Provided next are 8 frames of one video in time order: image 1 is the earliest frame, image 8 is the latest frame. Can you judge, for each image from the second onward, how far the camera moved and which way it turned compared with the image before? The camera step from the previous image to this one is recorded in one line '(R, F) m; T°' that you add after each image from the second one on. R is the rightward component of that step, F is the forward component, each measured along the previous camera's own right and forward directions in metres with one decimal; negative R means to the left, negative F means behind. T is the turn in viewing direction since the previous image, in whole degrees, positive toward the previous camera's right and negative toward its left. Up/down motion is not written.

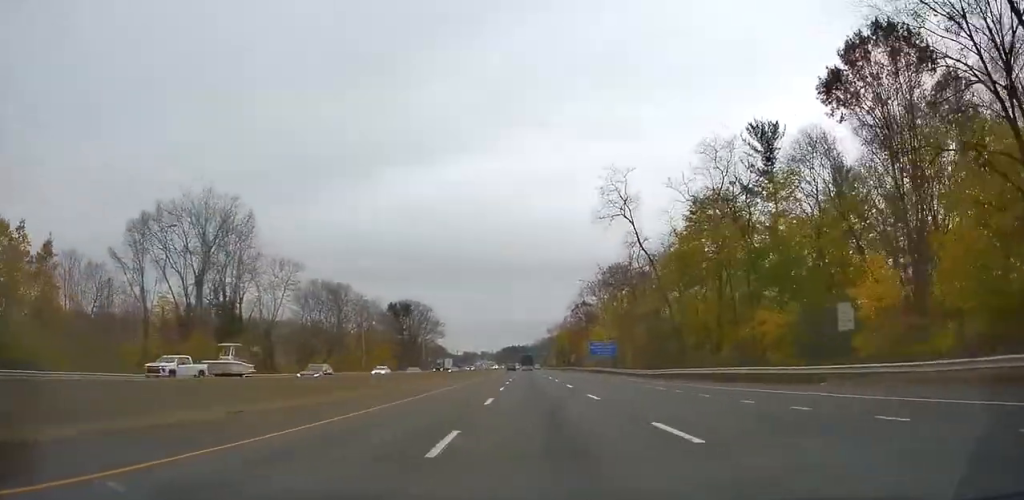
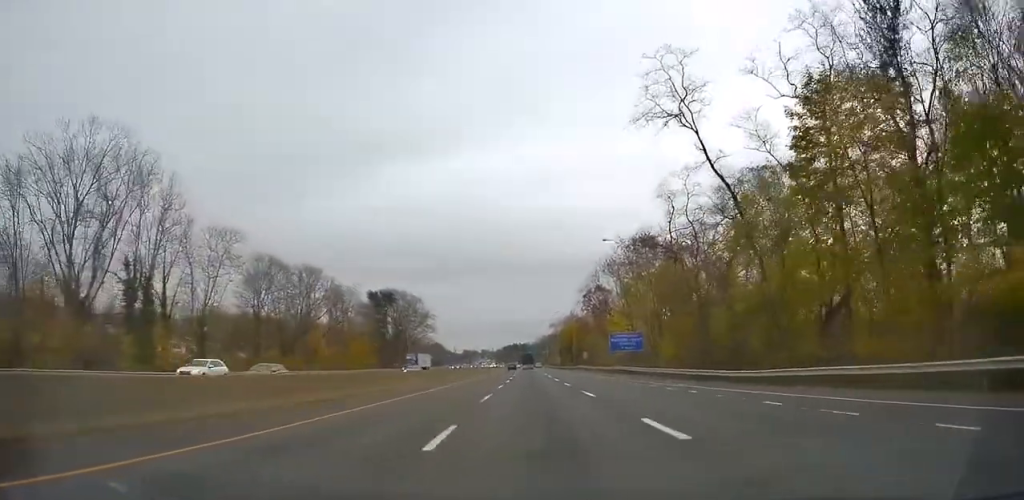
(-0.5, +23.4) m; 0°
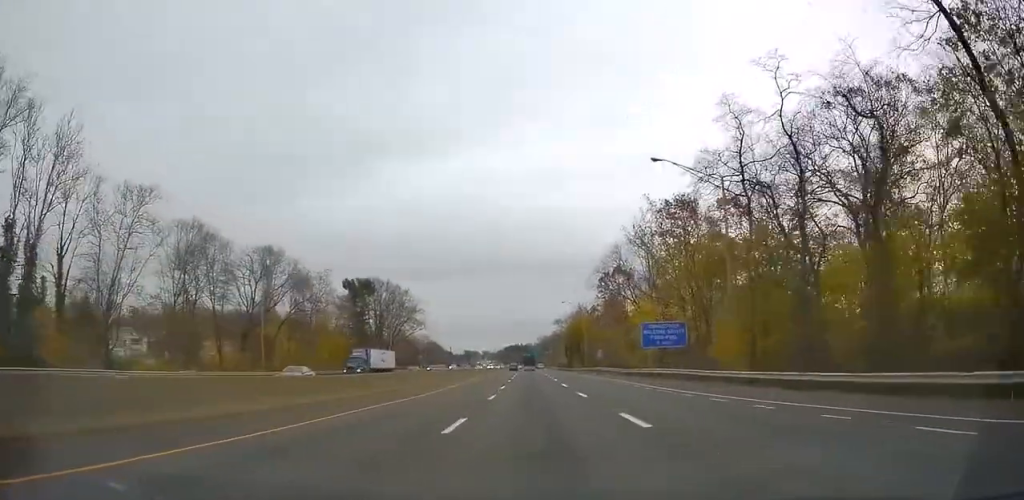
(+0.4, +21.7) m; 0°
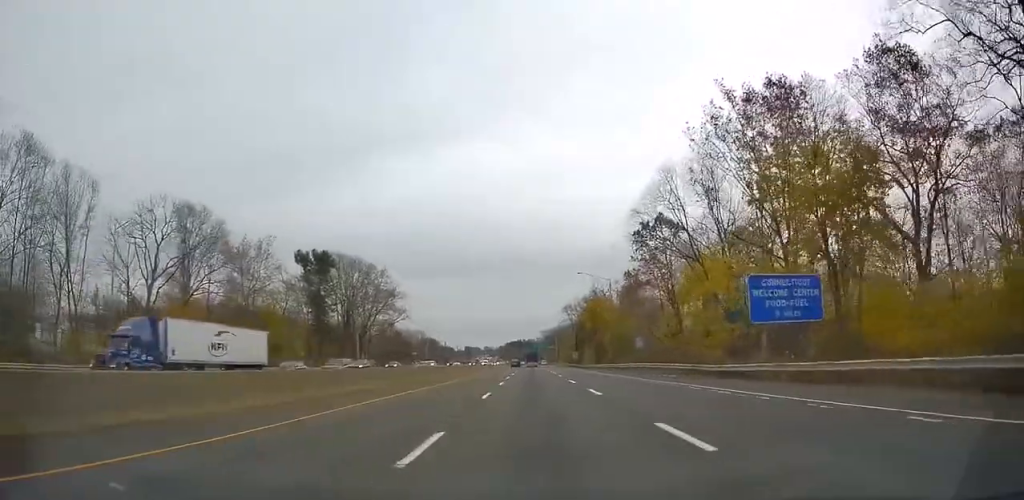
(-0.3, +28.9) m; 0°
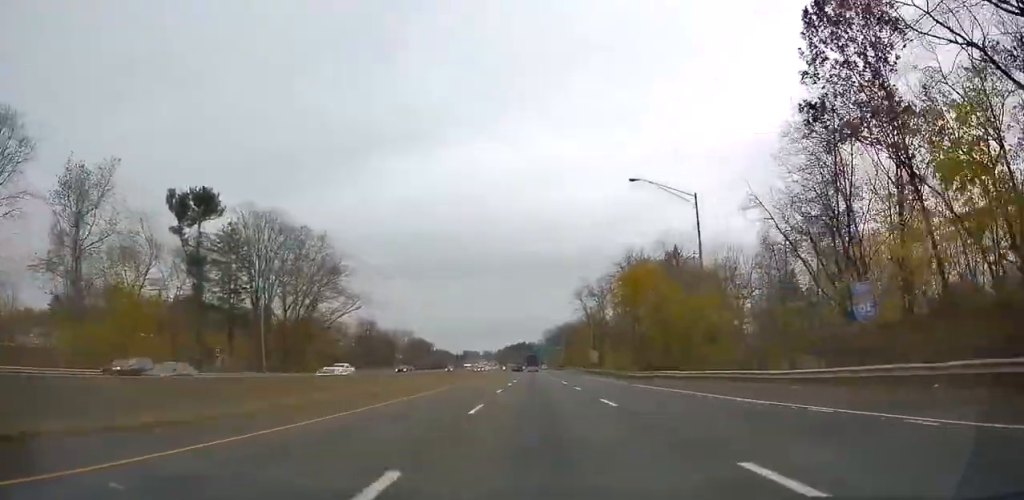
(+0.5, +40.3) m; 0°
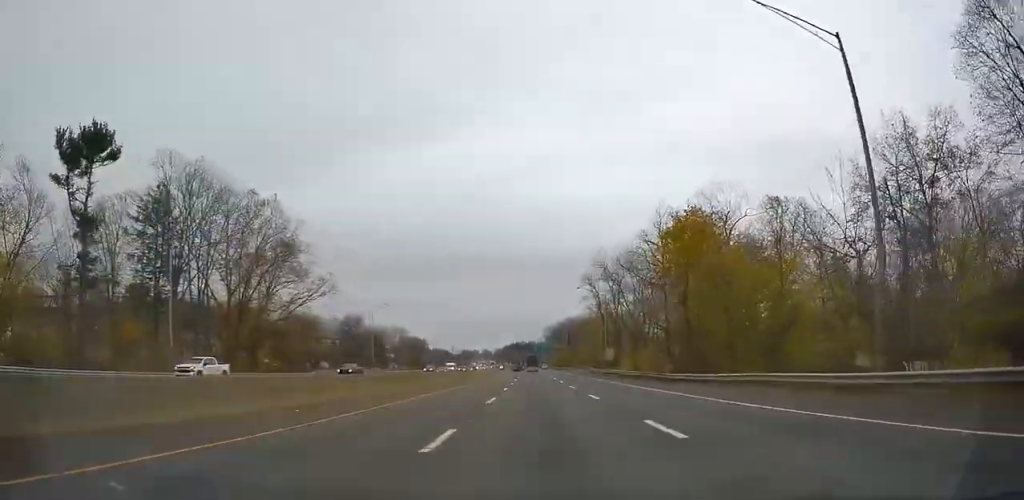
(-0.6, +19.6) m; 0°
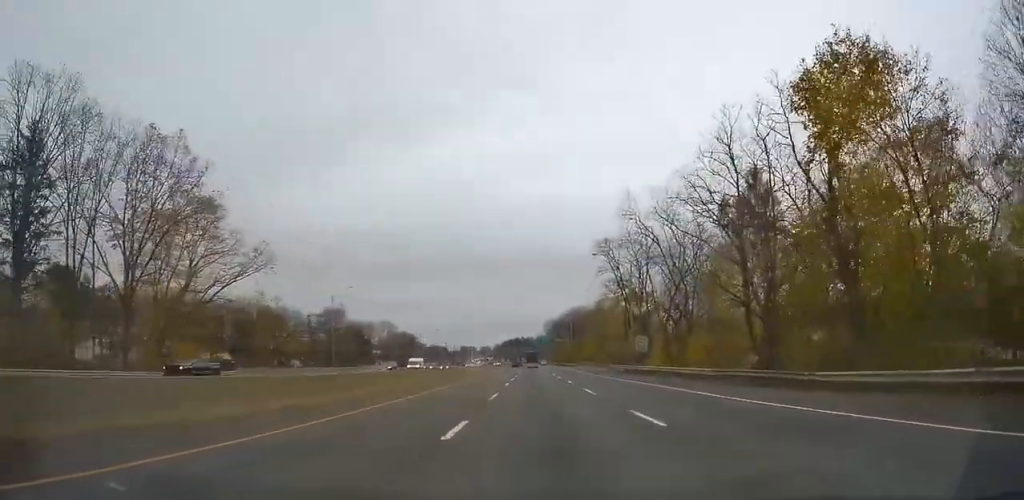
(-0.1, +23.0) m; 0°
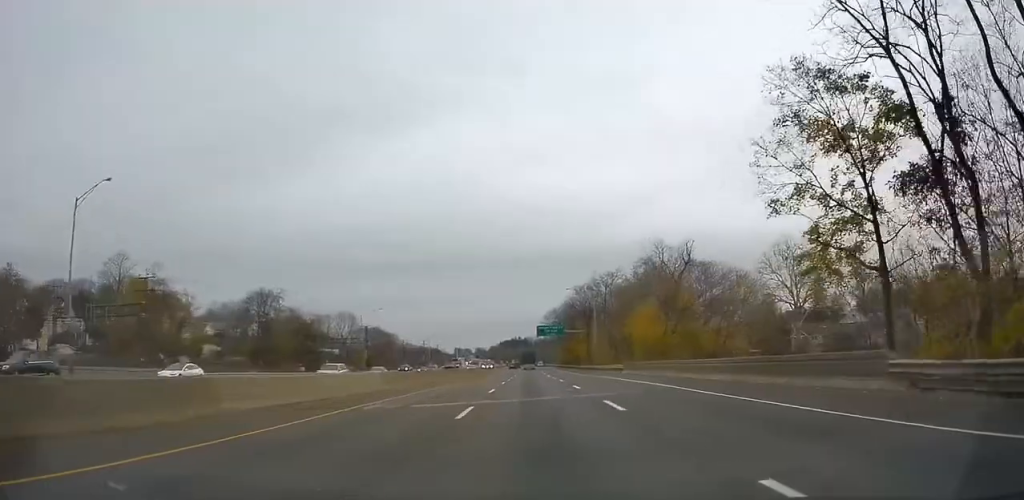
(+0.6, +58.1) m; 0°
